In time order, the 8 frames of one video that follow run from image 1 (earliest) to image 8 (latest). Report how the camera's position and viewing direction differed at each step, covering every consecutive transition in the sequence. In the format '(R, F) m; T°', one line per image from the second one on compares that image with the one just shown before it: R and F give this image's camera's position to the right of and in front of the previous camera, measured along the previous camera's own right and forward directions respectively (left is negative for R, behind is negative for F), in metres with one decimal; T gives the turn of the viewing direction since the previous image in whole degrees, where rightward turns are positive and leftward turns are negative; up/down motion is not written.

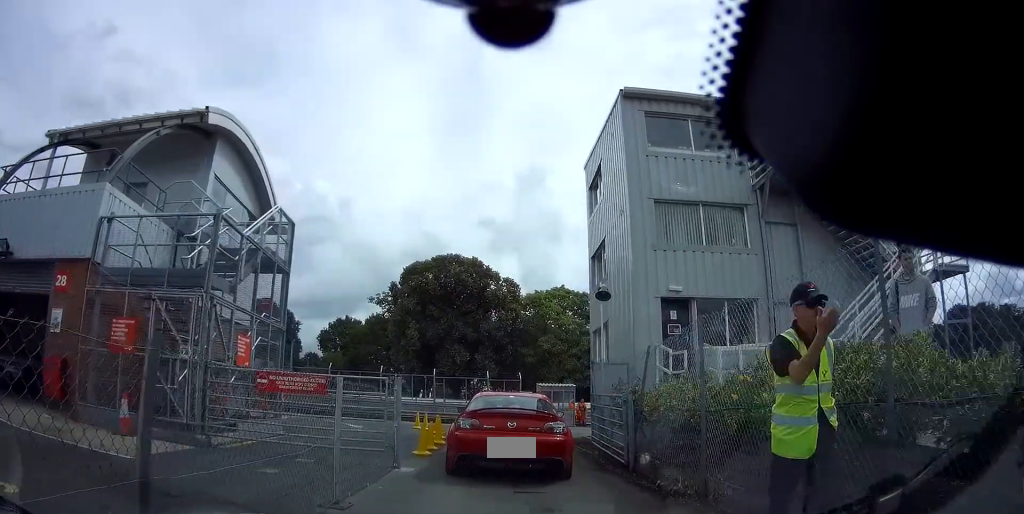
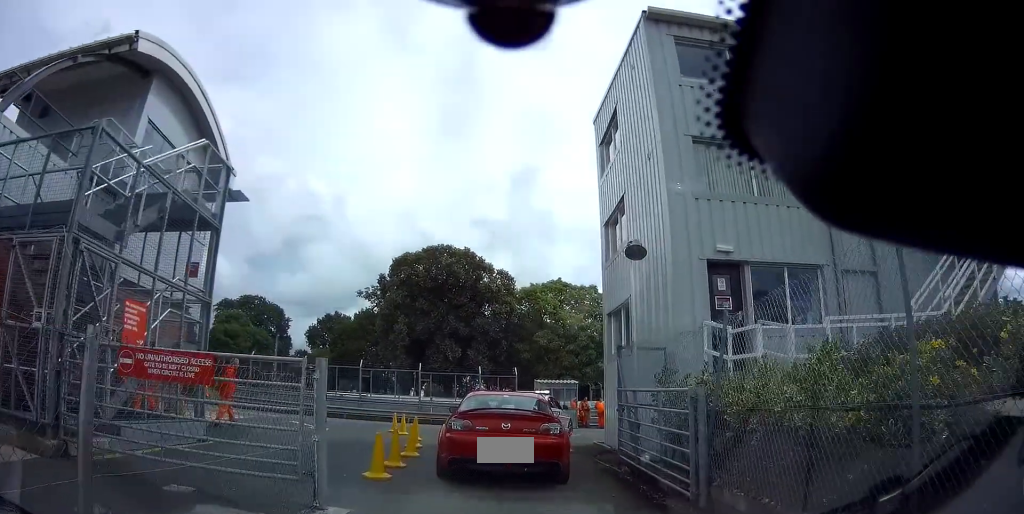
(+0.1, +3.0) m; +1°
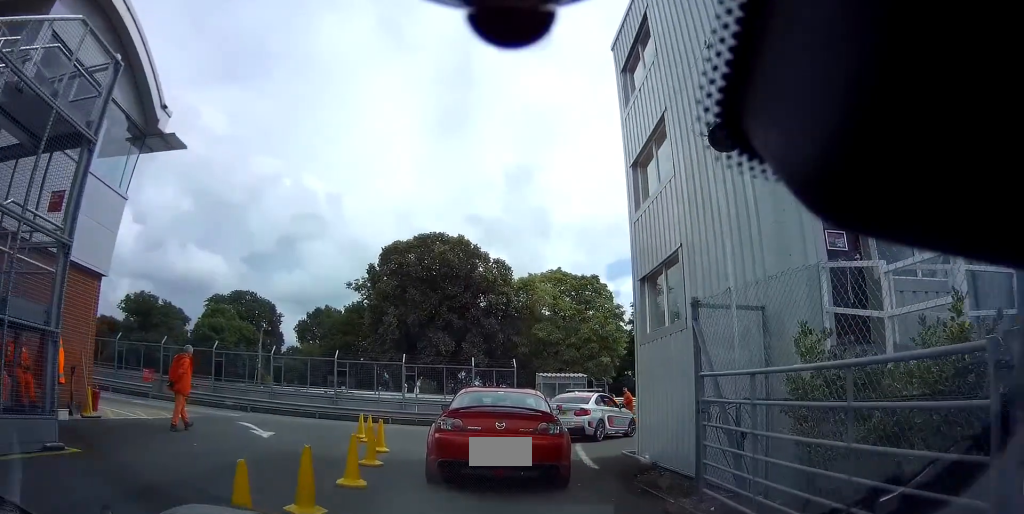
(+0.1, +3.7) m; +6°
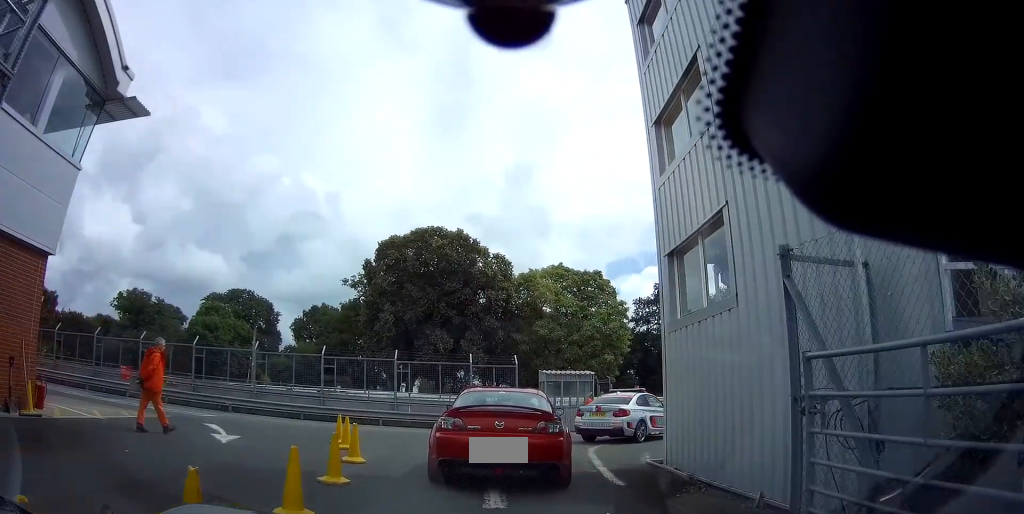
(0.0, +1.8) m; -4°
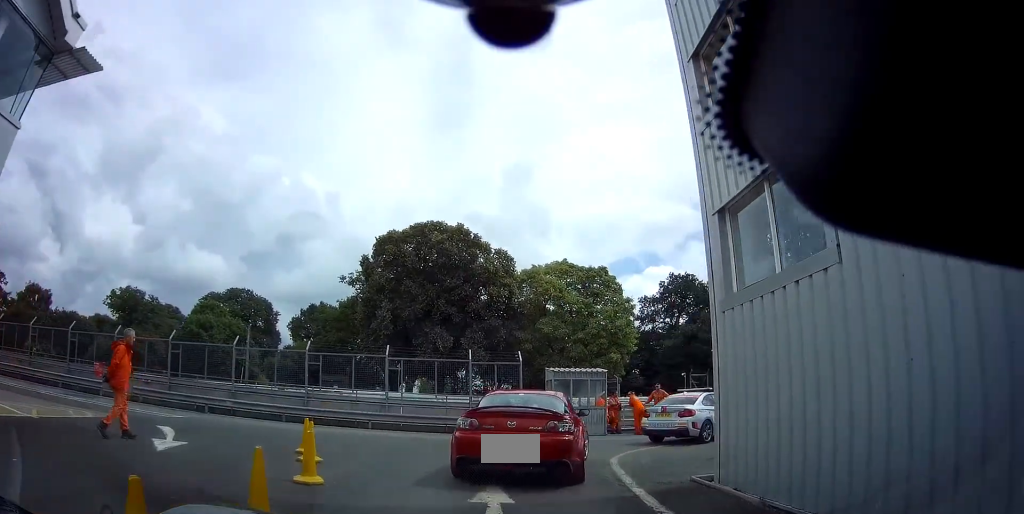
(-0.2, +2.1) m; -5°
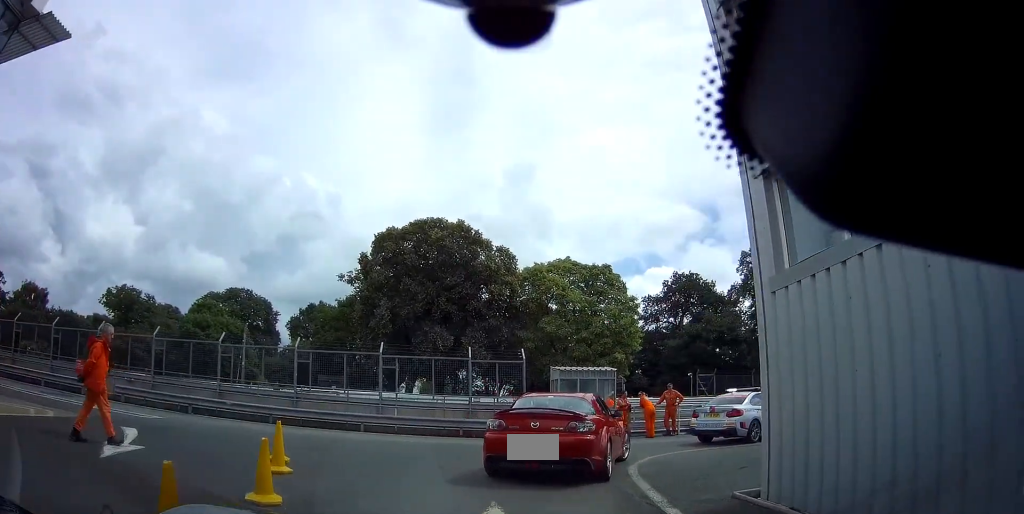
(-0.2, +1.3) m; +1°
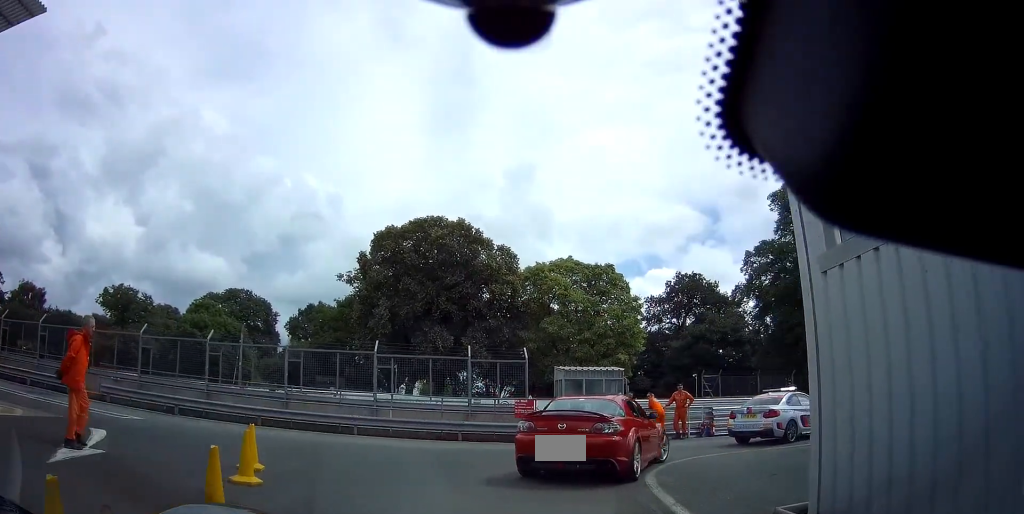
(+0.2, +1.1) m; +1°
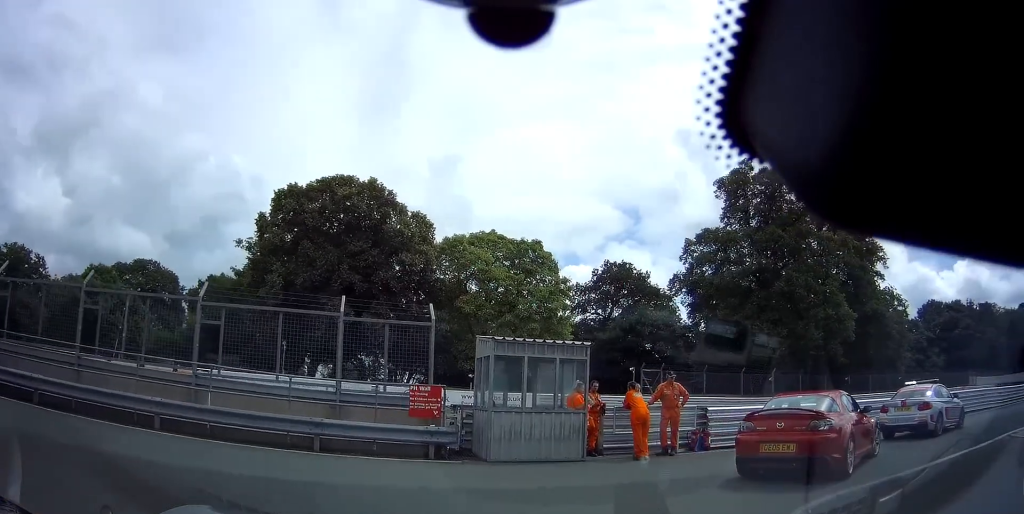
(+0.7, +6.2) m; +24°
